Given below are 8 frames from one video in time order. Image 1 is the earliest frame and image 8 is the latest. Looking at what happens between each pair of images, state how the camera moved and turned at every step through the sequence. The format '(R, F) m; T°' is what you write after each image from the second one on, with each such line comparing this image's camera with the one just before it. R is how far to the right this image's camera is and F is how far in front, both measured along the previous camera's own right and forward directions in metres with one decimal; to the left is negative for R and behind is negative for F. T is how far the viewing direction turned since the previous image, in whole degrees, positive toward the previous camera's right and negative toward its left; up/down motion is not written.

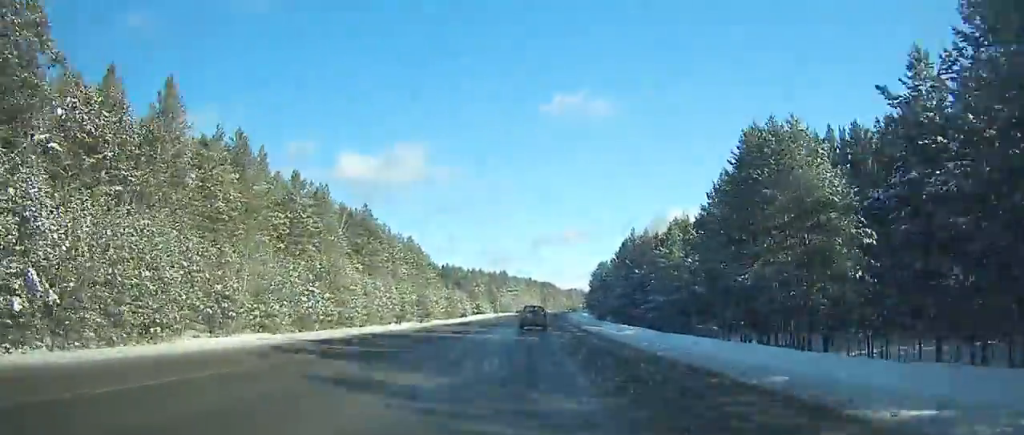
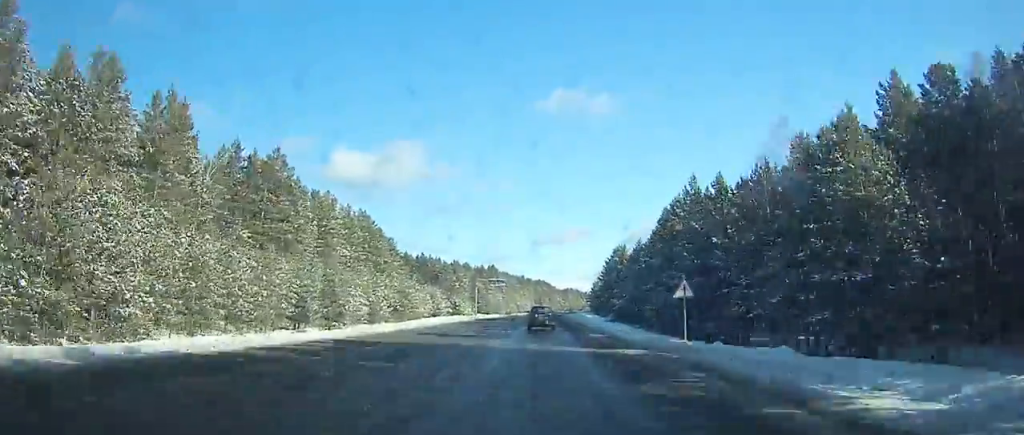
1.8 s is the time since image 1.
(+0.2, +43.4) m; +1°
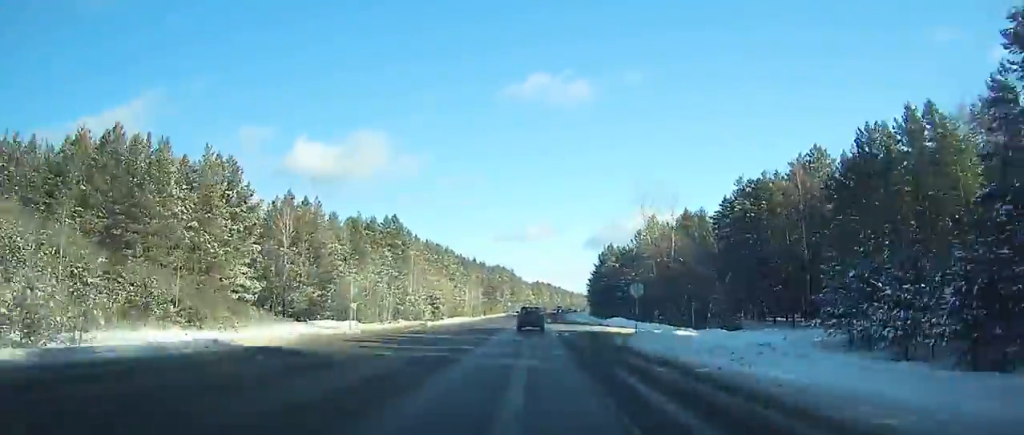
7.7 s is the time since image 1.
(+4.8, +144.6) m; +3°
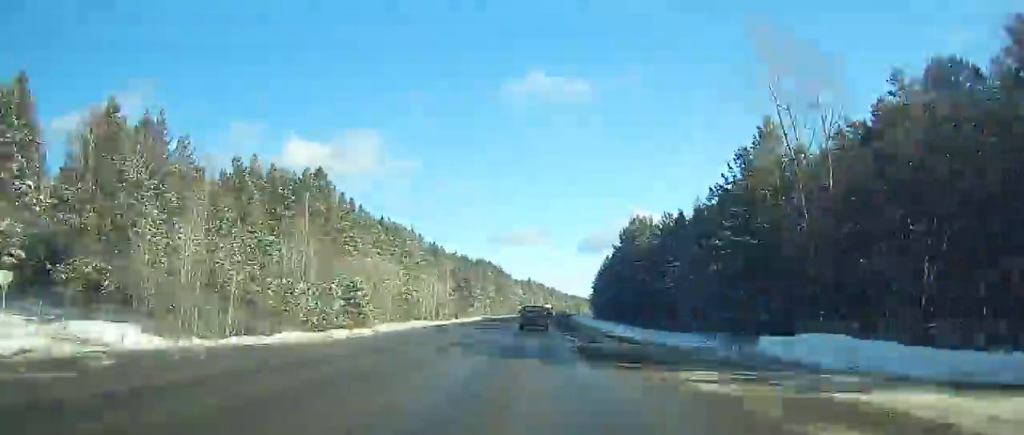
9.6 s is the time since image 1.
(+0.4, +47.1) m; +1°
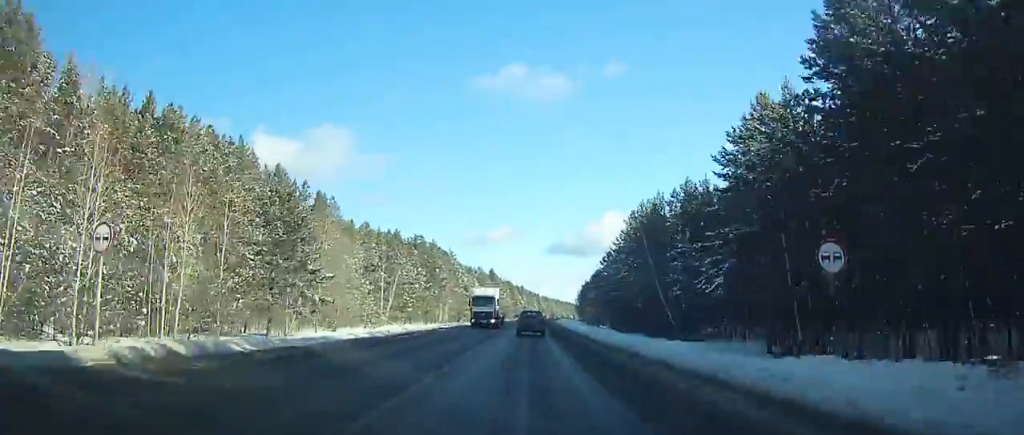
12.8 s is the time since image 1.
(+1.4, +79.3) m; +2°
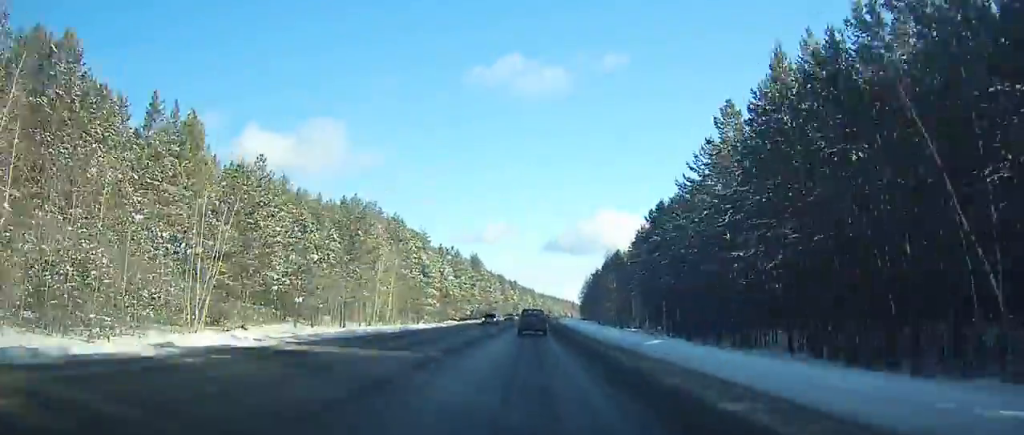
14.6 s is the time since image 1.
(+0.5, +44.4) m; +1°
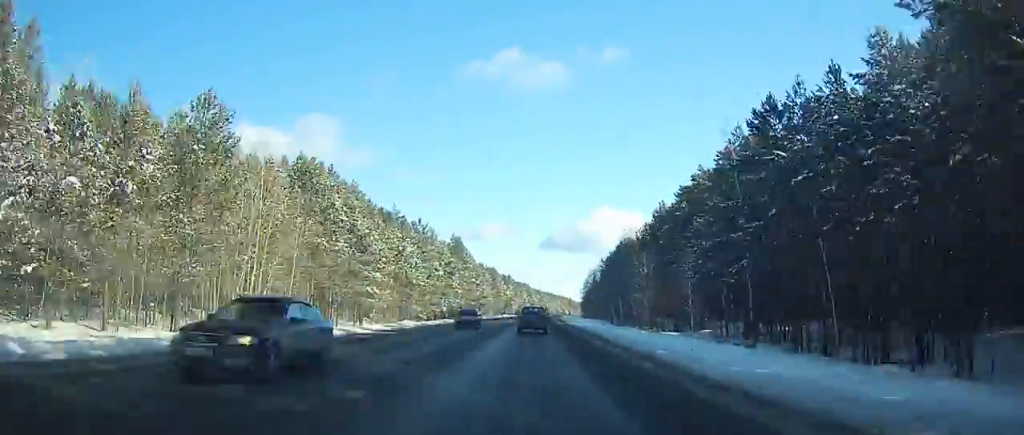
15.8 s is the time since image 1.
(+0.1, +29.6) m; +1°
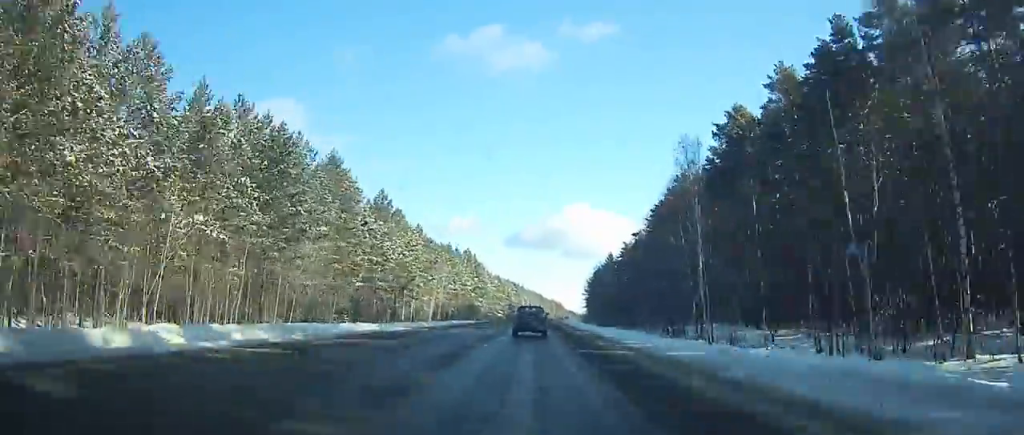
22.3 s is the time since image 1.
(+4.5, +157.1) m; +3°
